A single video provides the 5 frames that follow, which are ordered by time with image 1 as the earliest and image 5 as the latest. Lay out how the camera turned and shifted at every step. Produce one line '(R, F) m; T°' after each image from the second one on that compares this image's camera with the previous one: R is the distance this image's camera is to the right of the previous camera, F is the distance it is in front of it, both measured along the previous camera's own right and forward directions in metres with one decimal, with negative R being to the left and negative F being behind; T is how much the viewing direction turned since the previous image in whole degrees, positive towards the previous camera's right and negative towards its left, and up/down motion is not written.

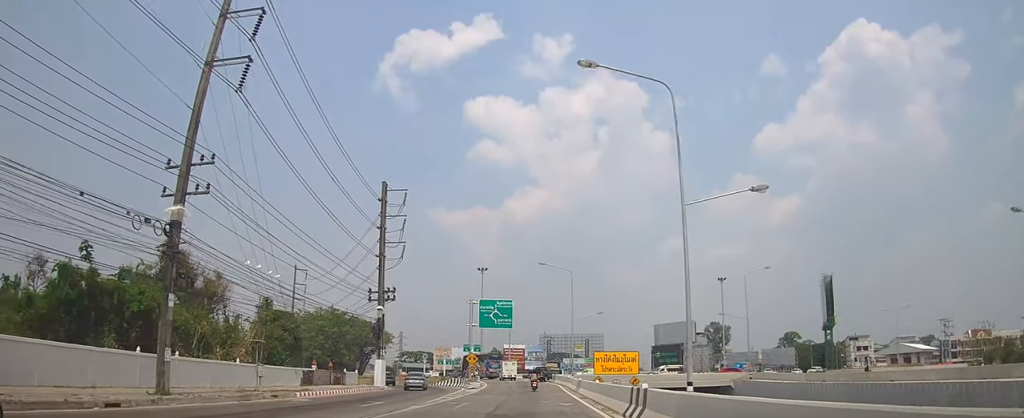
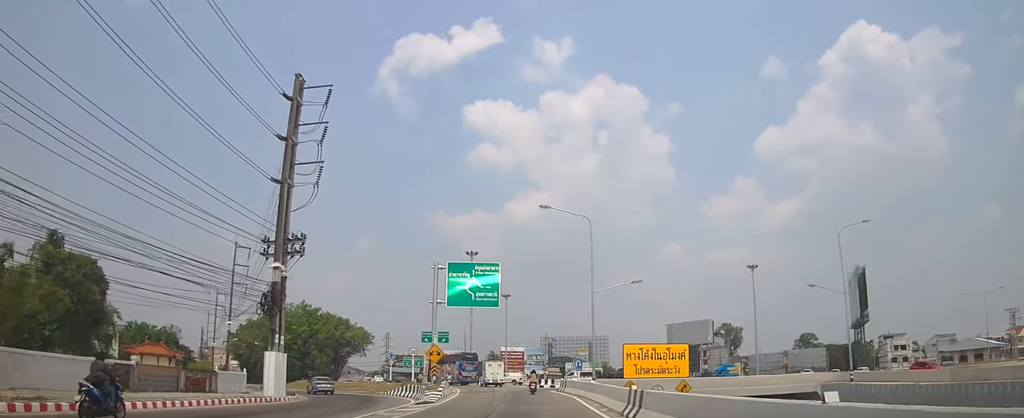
(-0.2, +21.3) m; 0°
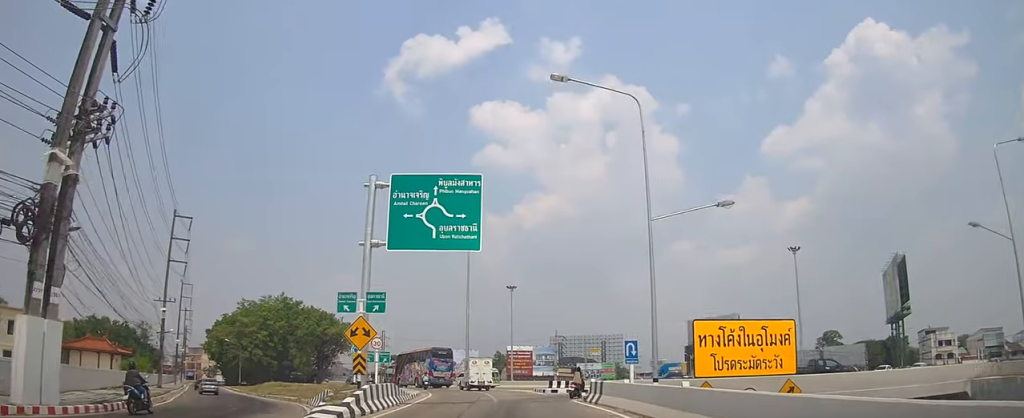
(-0.1, +17.9) m; -1°
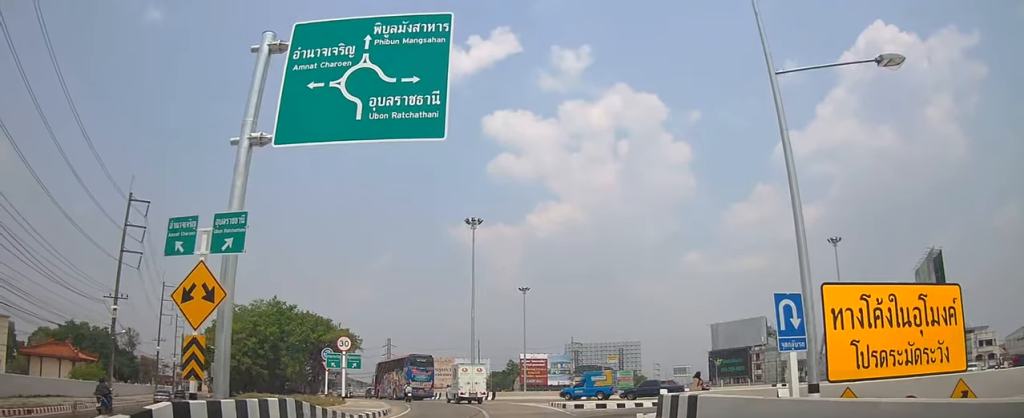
(-0.2, +11.3) m; -4°
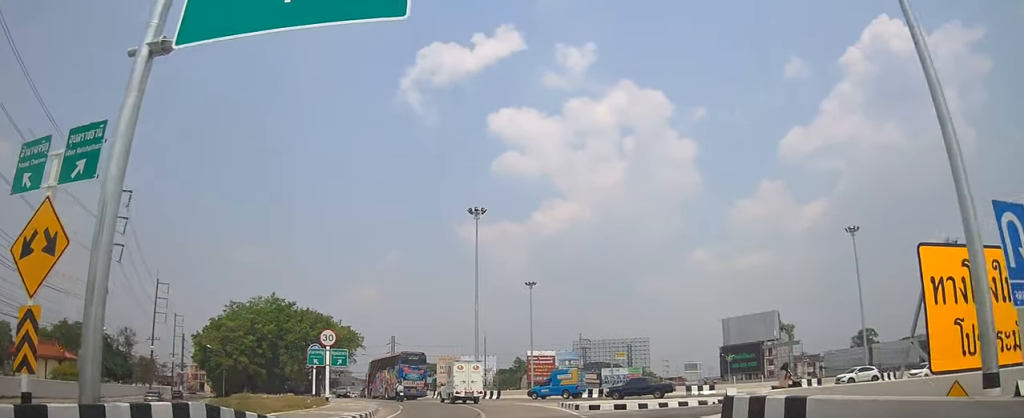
(-0.2, +4.1) m; -1°
